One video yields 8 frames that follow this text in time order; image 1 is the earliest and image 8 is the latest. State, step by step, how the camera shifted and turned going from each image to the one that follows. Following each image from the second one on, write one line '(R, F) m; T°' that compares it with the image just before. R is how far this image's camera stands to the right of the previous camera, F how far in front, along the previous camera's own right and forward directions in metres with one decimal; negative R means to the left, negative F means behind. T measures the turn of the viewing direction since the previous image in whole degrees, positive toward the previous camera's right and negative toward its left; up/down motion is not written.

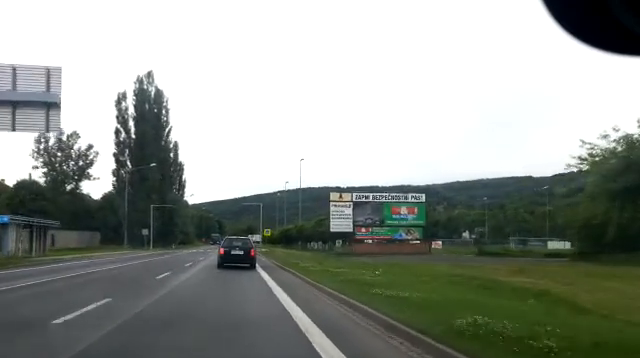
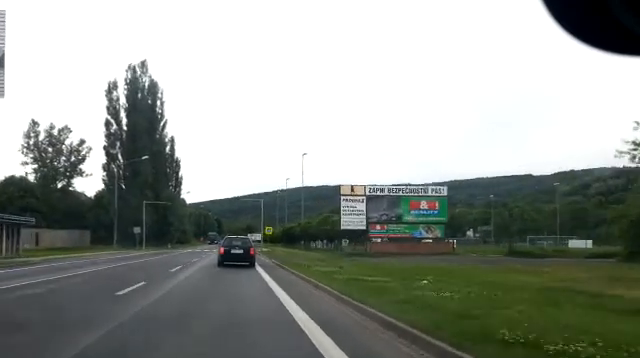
(+0.1, +5.0) m; 0°
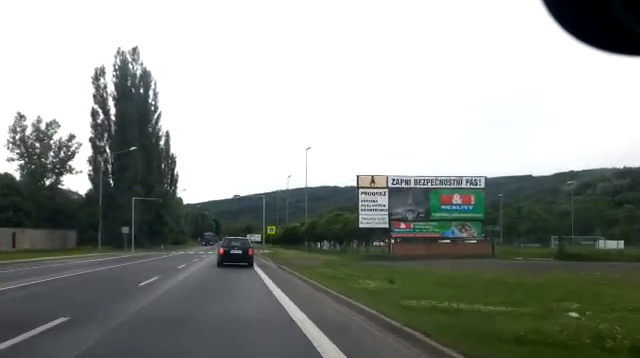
(0.0, +6.2) m; 0°
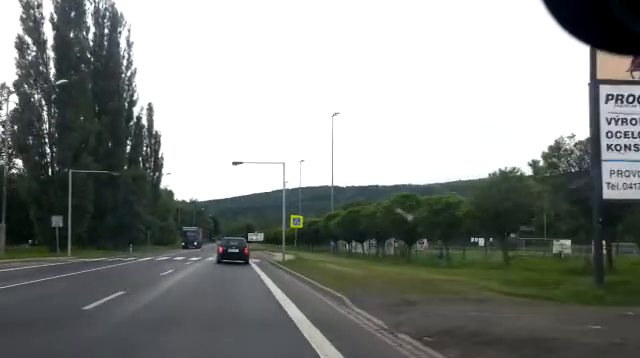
(-0.2, +22.4) m; 0°
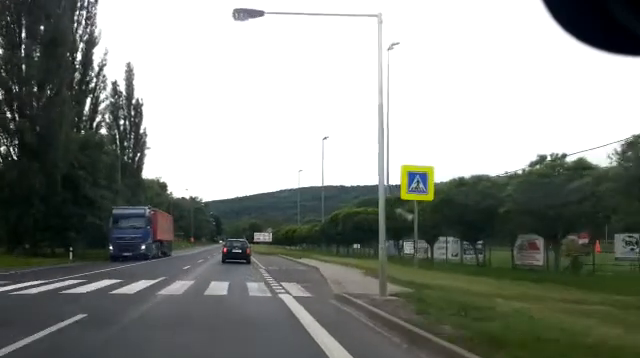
(+0.3, +20.9) m; +1°
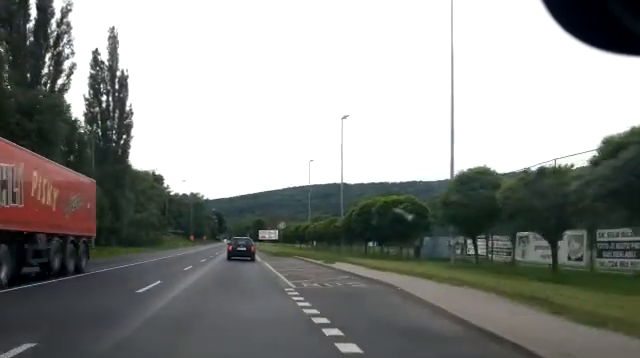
(-0.1, +11.2) m; -1°
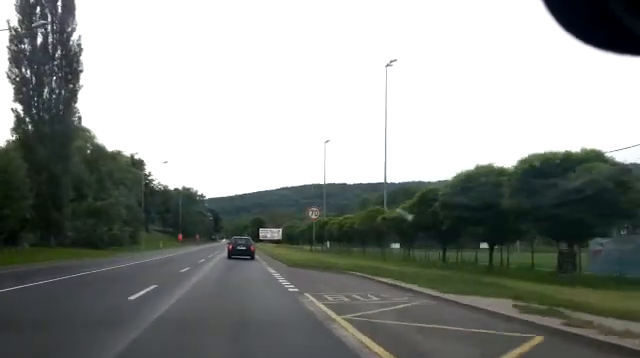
(-0.1, +19.0) m; 0°
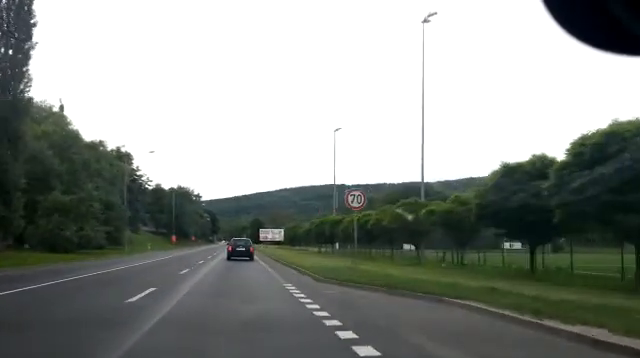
(0.0, +9.0) m; 0°
